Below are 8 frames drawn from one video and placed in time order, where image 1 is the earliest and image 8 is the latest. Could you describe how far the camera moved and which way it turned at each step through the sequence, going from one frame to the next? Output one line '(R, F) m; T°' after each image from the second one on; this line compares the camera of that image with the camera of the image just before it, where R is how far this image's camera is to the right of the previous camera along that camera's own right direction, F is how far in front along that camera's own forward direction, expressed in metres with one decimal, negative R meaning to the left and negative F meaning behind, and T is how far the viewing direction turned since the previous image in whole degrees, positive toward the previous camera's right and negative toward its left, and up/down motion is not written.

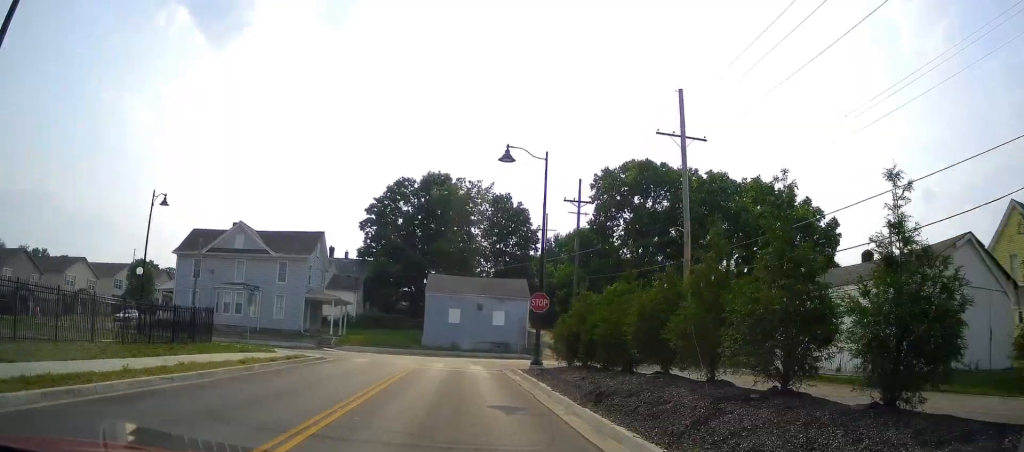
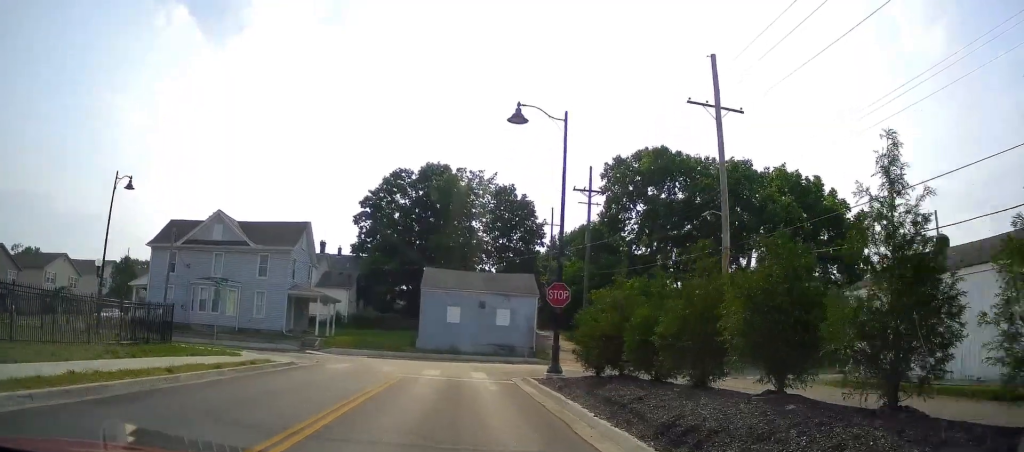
(-0.2, +5.3) m; 0°
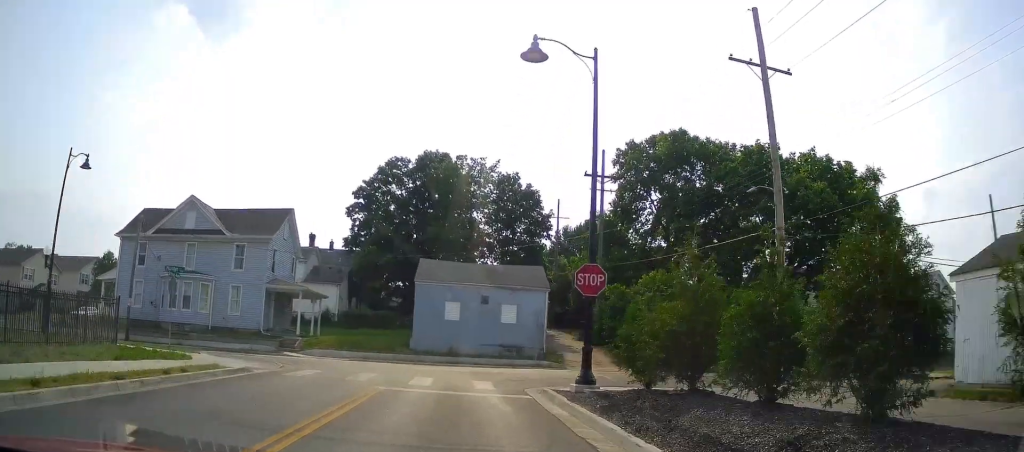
(+0.2, +5.4) m; 0°
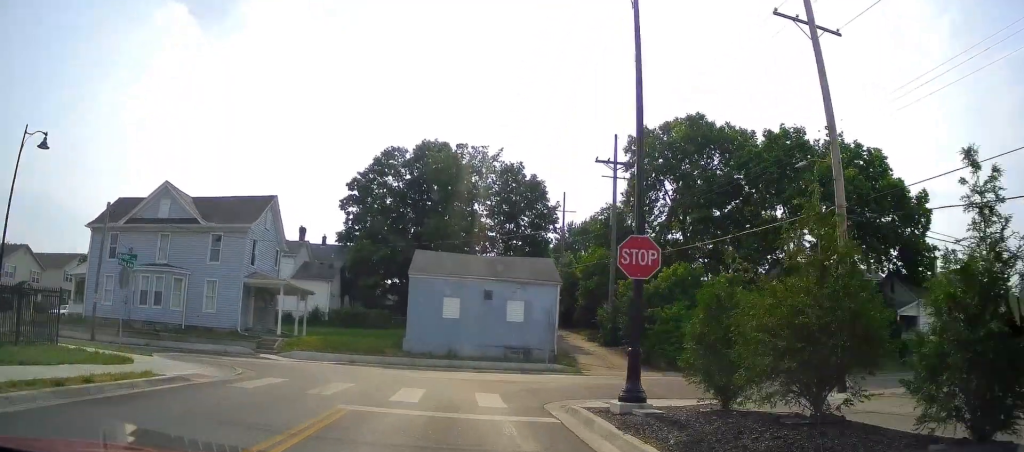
(0.0, +4.8) m; 0°
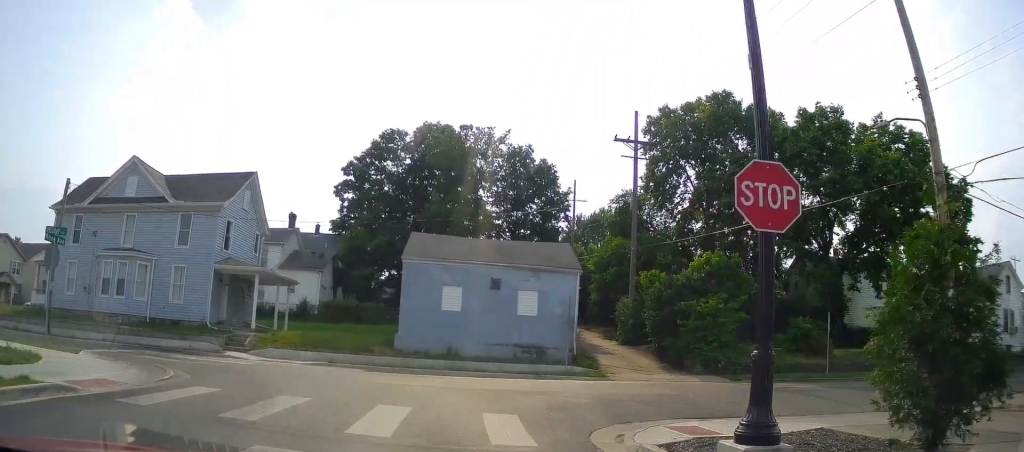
(-0.3, +6.1) m; -1°
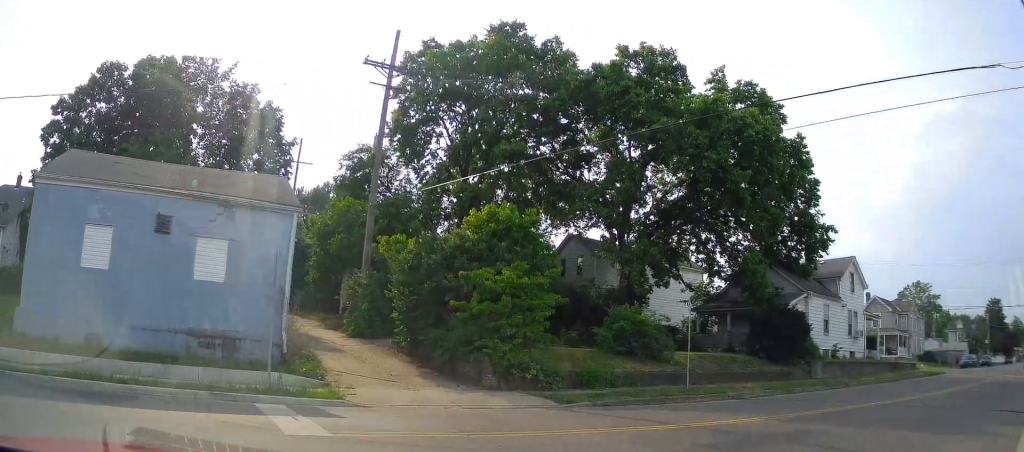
(+1.3, +10.2) m; +27°
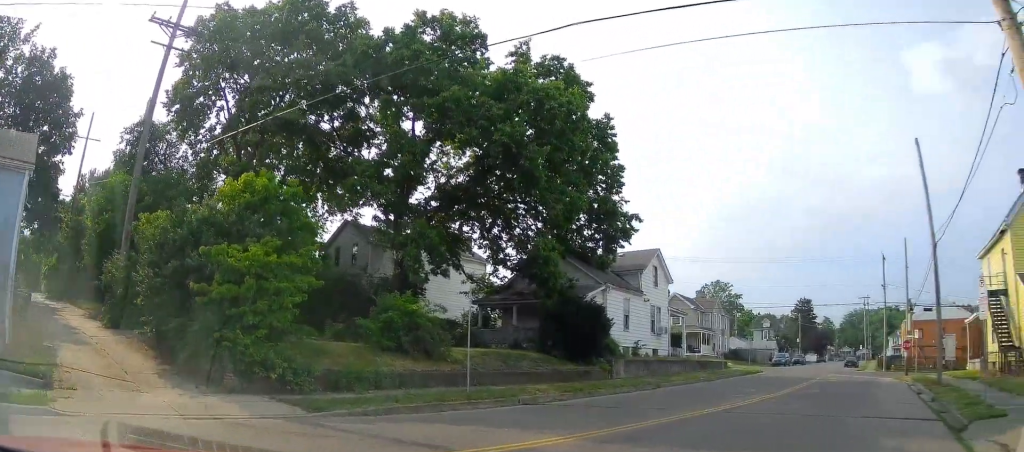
(+0.3, +2.6) m; +12°
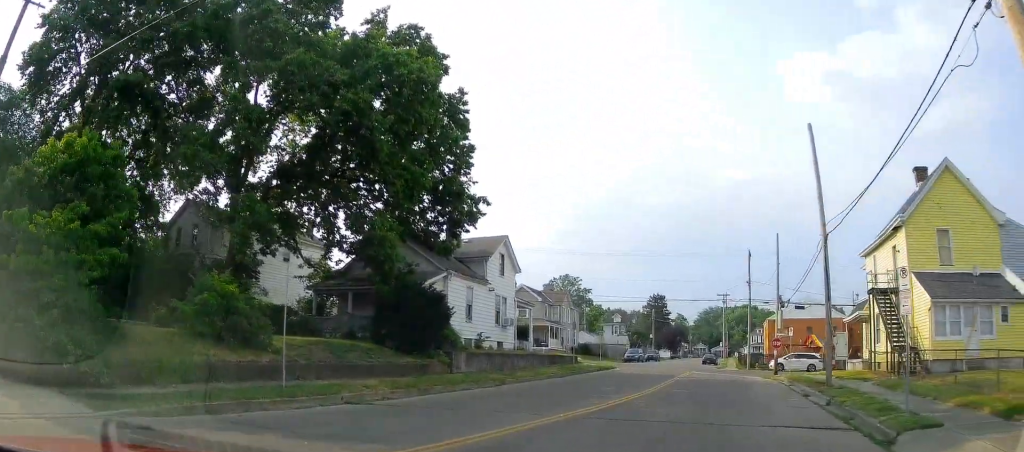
(+0.1, +1.6) m; +12°
